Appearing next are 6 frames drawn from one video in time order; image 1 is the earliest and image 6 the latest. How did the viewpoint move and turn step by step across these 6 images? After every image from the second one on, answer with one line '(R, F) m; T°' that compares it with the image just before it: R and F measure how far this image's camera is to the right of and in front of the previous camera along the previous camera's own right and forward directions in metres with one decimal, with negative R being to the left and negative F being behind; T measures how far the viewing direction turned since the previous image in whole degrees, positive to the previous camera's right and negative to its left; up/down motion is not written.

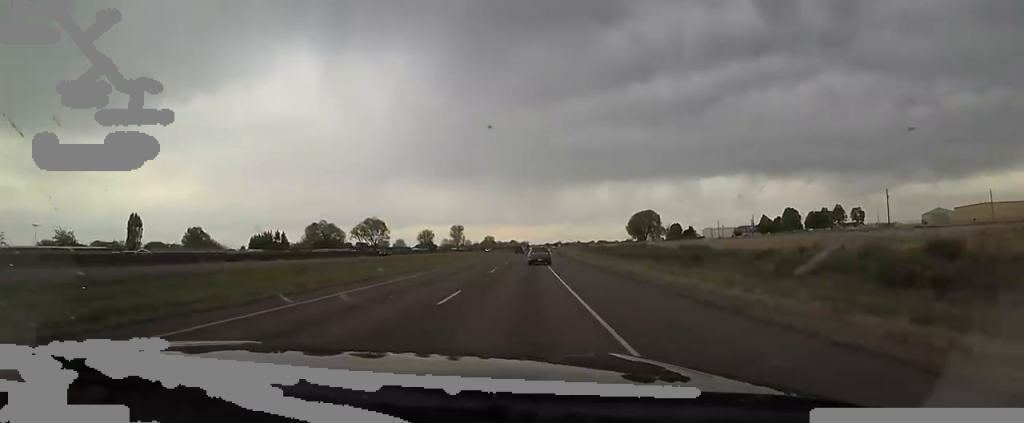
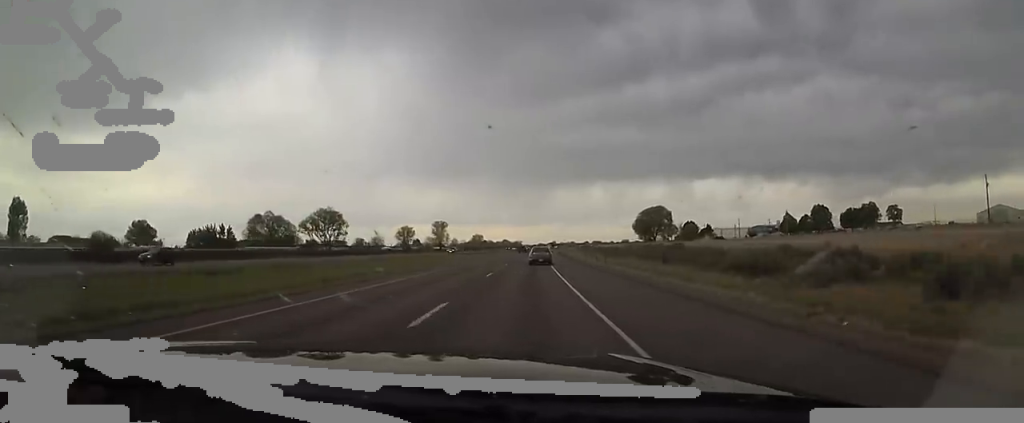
(+1.3, +34.0) m; 0°
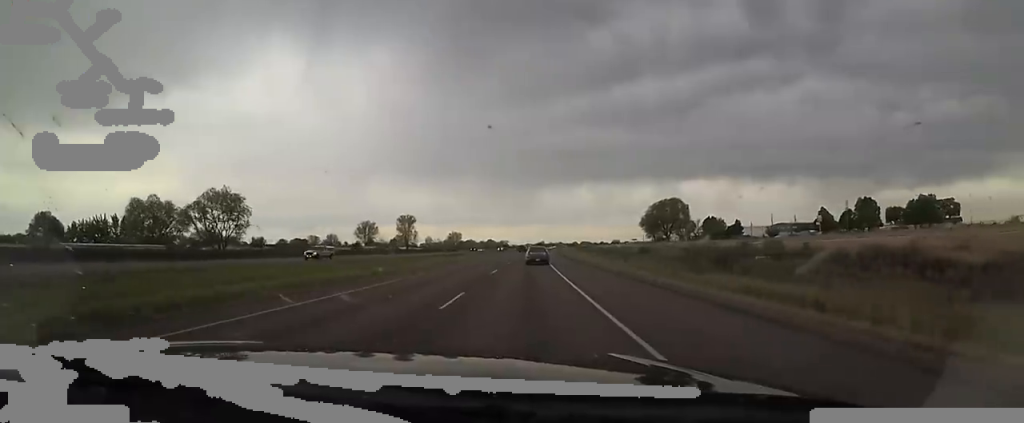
(-0.6, +42.6) m; +1°
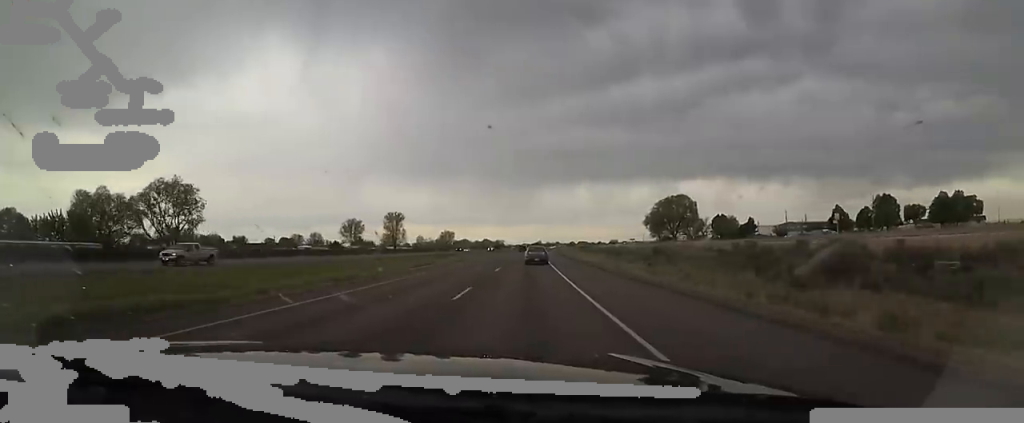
(+0.3, +13.2) m; +1°
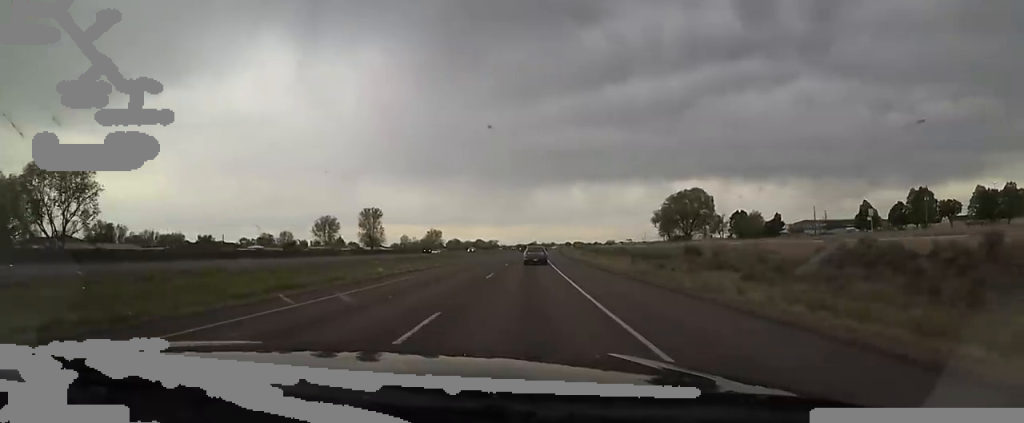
(-0.1, +21.0) m; +1°
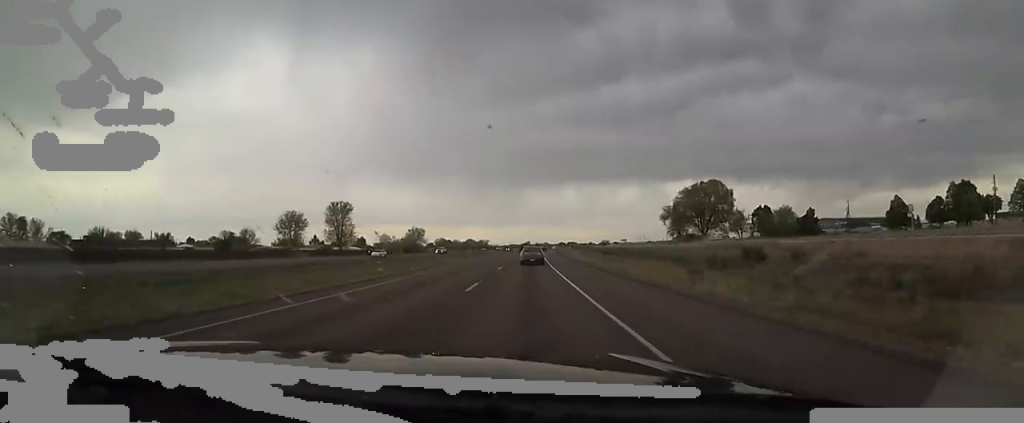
(0.0, +21.1) m; 0°
